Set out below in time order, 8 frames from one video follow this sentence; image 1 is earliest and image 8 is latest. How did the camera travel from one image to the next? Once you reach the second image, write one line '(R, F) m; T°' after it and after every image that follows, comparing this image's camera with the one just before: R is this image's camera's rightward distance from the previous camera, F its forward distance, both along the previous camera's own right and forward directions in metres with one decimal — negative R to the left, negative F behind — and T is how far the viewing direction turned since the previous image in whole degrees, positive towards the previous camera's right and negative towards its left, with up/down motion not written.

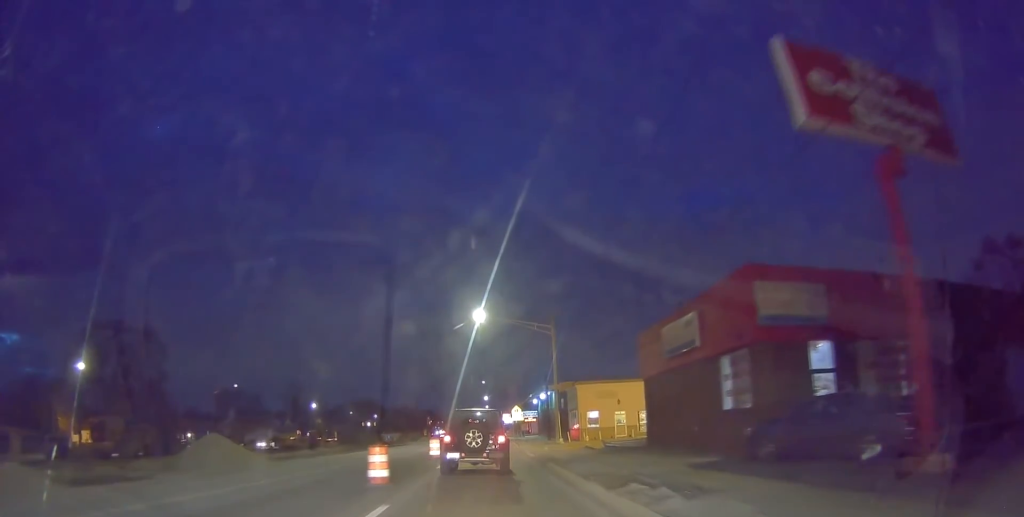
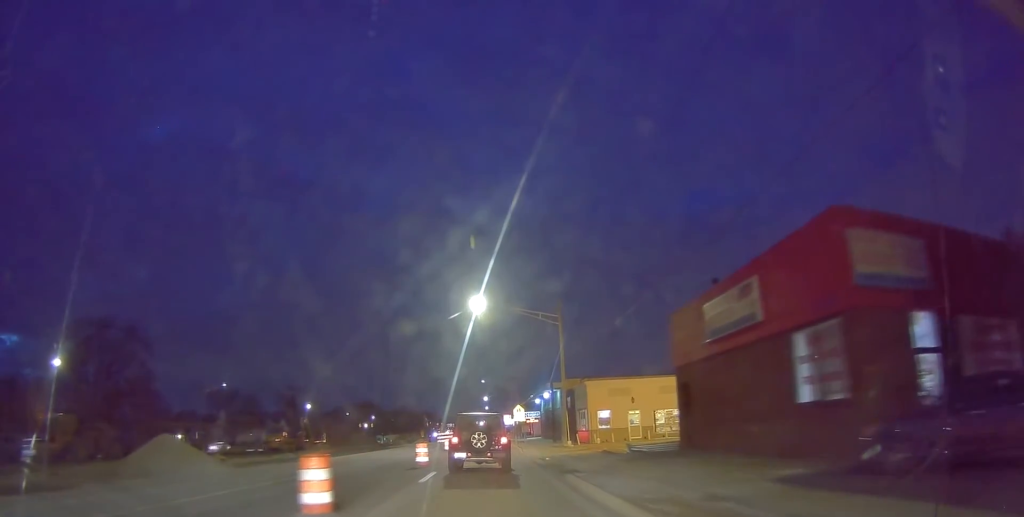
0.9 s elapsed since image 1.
(0.0, +4.9) m; -2°
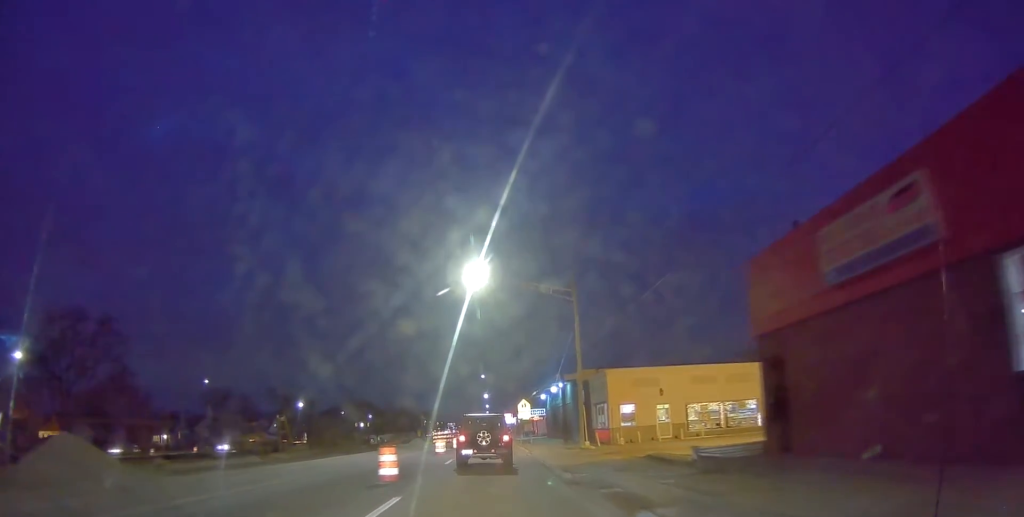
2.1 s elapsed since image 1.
(-0.3, +7.3) m; -1°
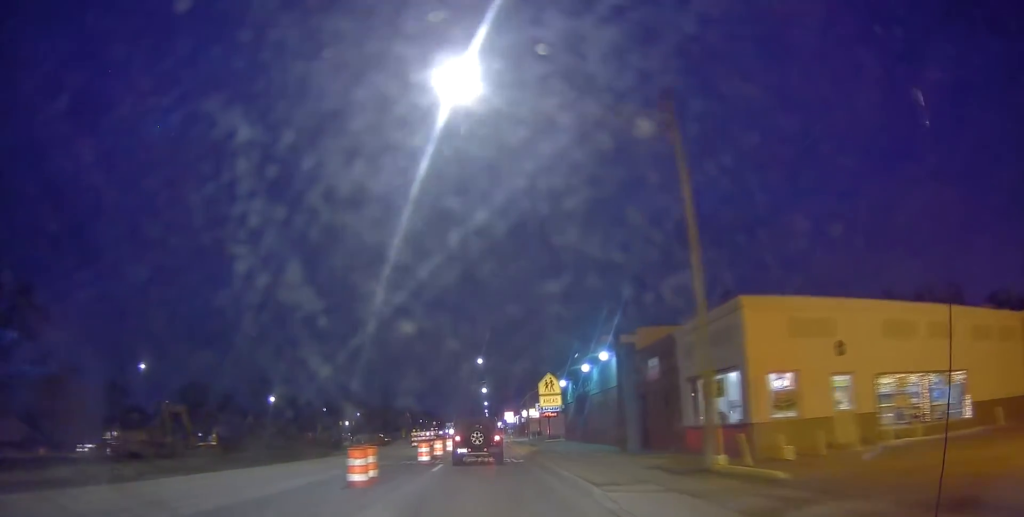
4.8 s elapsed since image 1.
(+1.0, +19.9) m; +3°
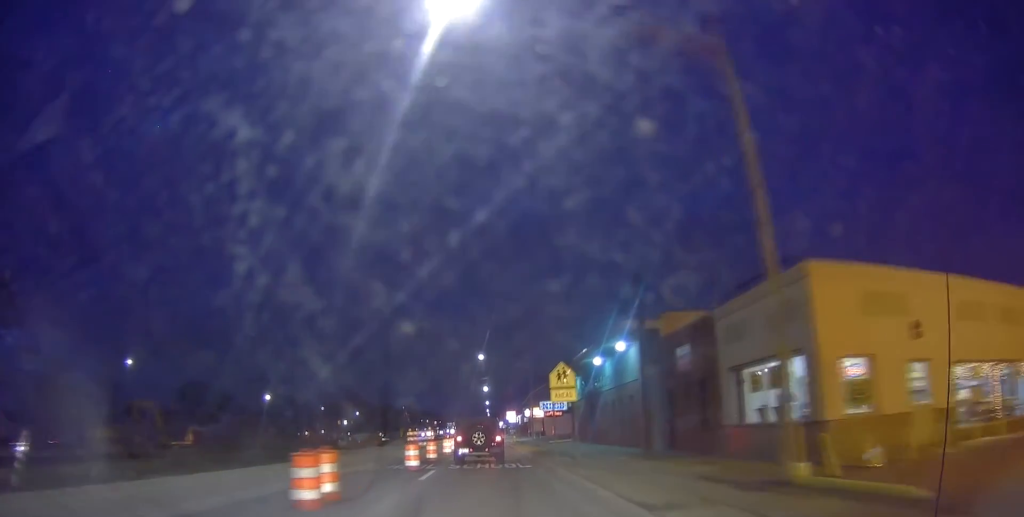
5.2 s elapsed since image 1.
(0.0, +3.8) m; 0°
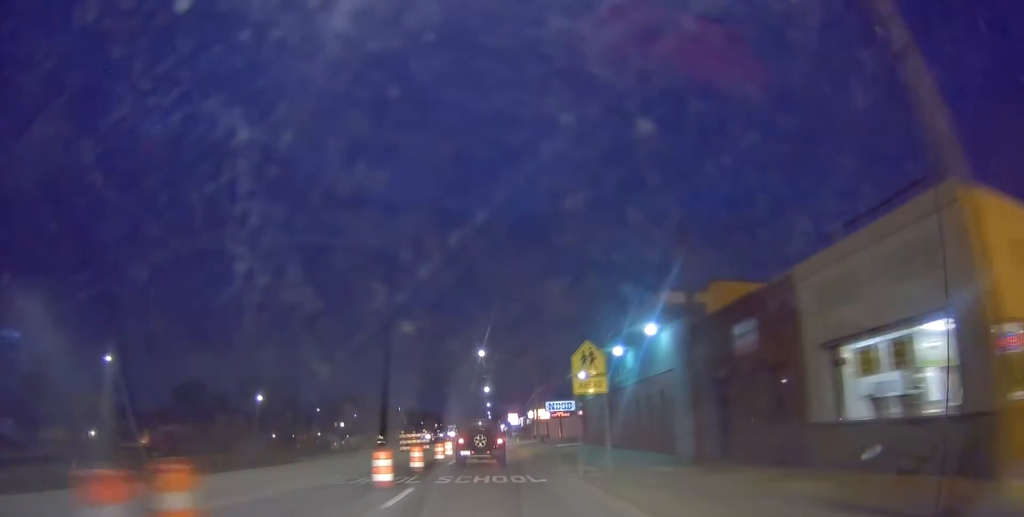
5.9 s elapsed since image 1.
(0.0, +5.2) m; 0°
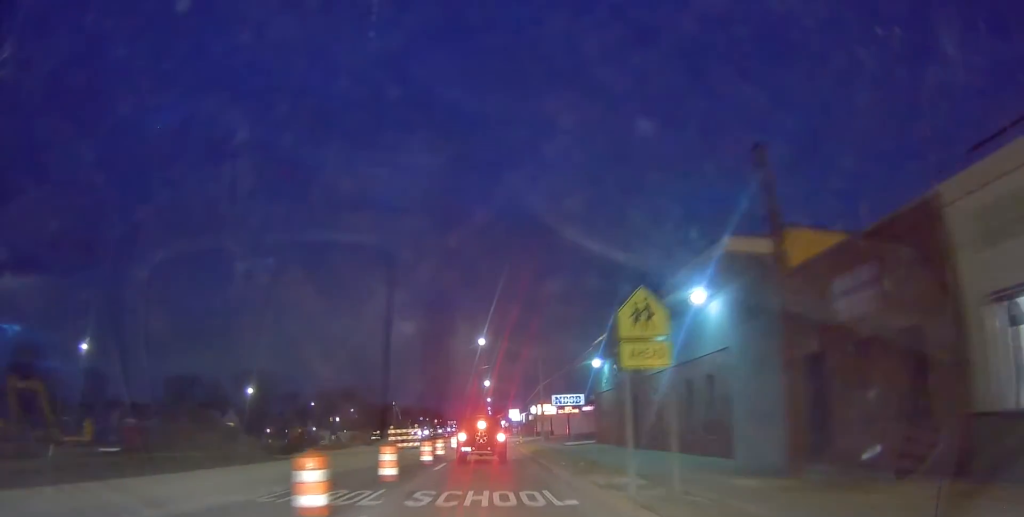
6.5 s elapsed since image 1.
(0.0, +5.3) m; -1°
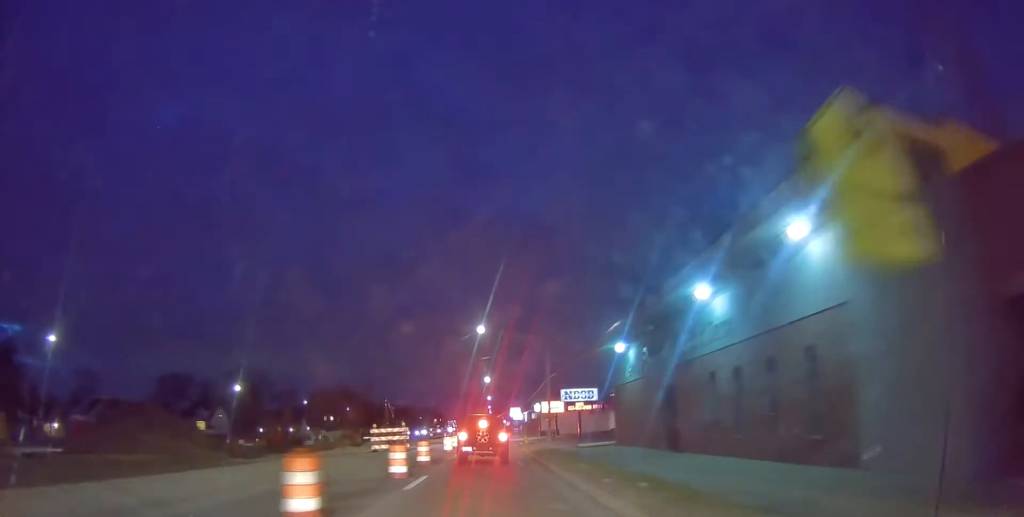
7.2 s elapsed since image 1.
(+0.1, +6.2) m; -4°
